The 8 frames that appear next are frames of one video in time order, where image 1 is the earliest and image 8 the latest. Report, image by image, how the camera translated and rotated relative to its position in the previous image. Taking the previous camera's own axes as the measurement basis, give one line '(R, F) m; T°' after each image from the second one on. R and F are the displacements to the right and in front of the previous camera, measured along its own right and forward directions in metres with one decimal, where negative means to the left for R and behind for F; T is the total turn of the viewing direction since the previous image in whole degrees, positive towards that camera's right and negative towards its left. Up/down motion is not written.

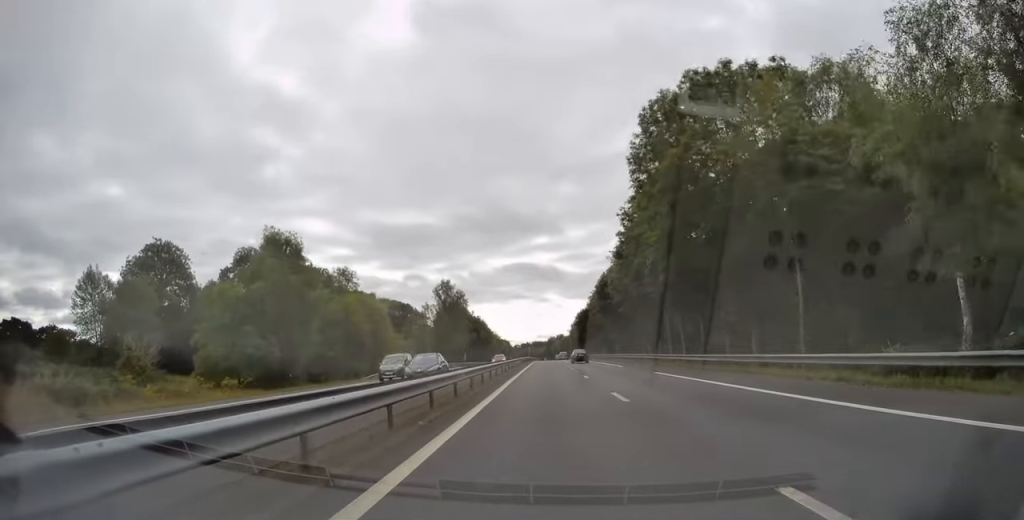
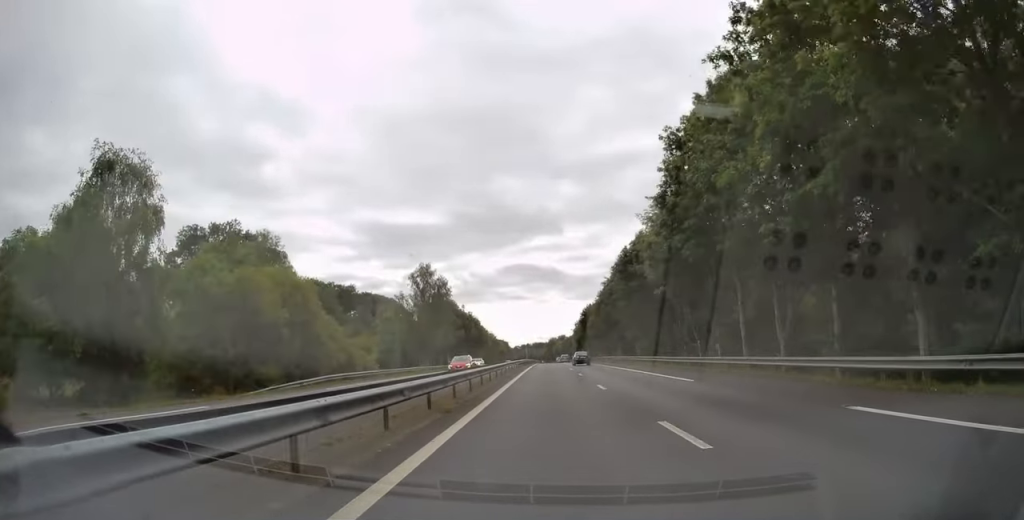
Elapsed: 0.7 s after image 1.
(-0.1, +20.3) m; 0°
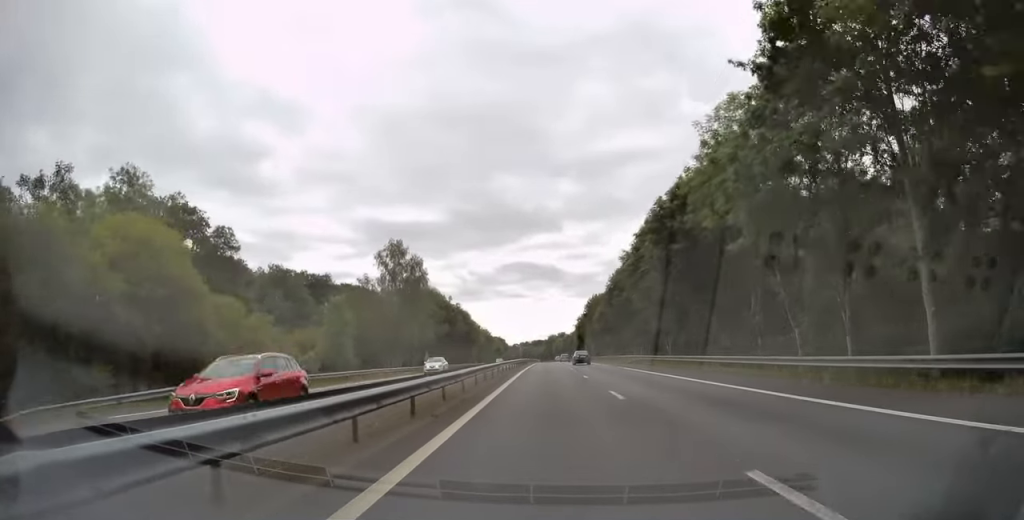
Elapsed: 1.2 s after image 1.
(+0.1, +17.7) m; 0°
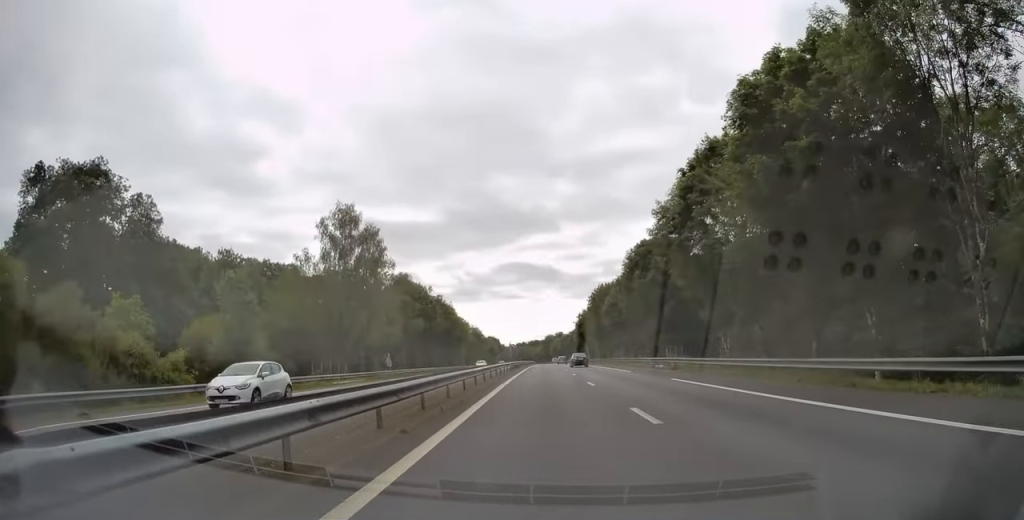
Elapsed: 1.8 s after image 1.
(+0.2, +18.3) m; 0°
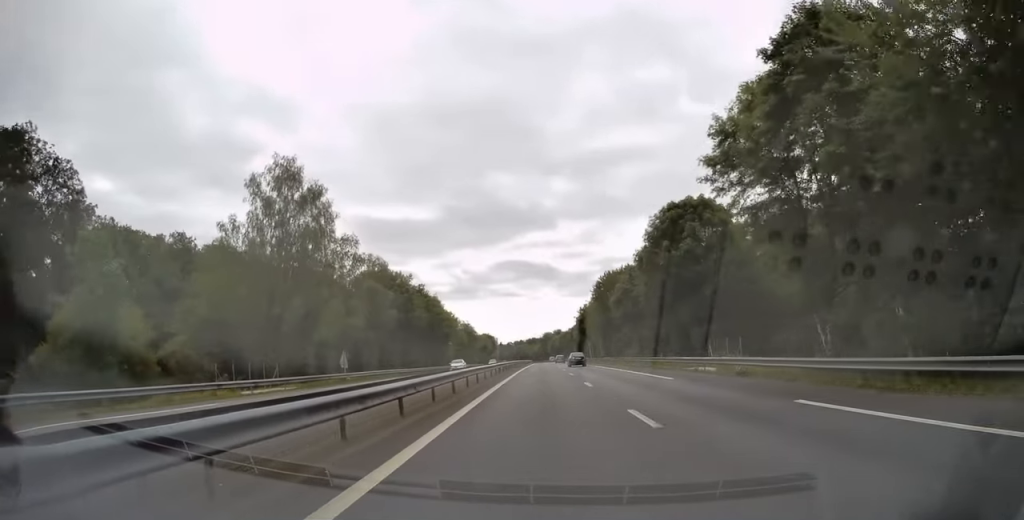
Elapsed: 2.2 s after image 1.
(-0.1, +13.6) m; 0°
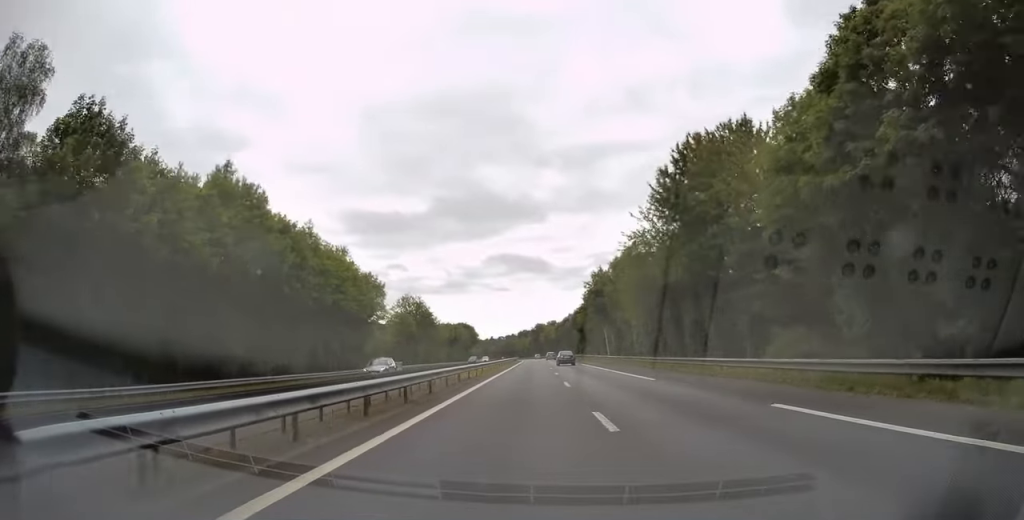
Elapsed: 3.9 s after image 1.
(+0.3, +52.2) m; +1°
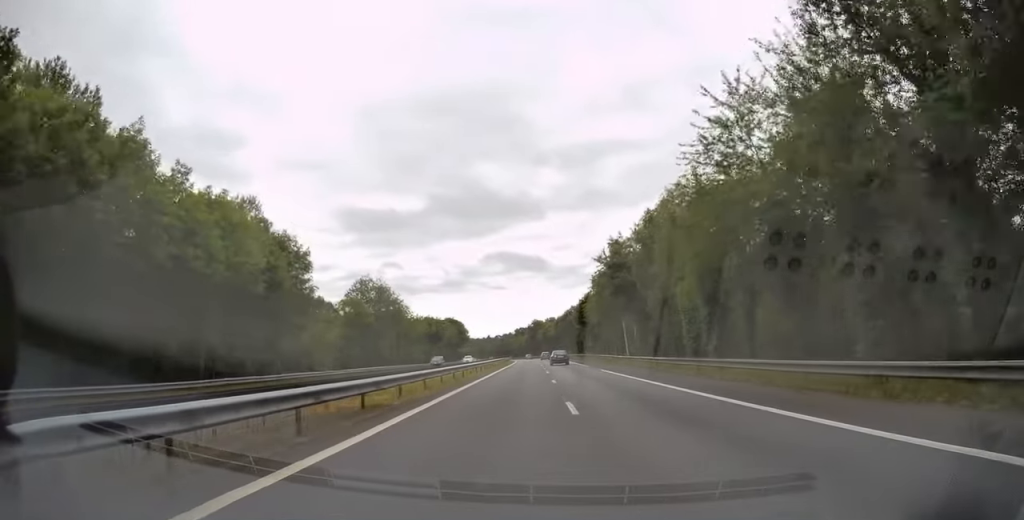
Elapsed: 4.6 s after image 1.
(0.0, +23.0) m; 0°
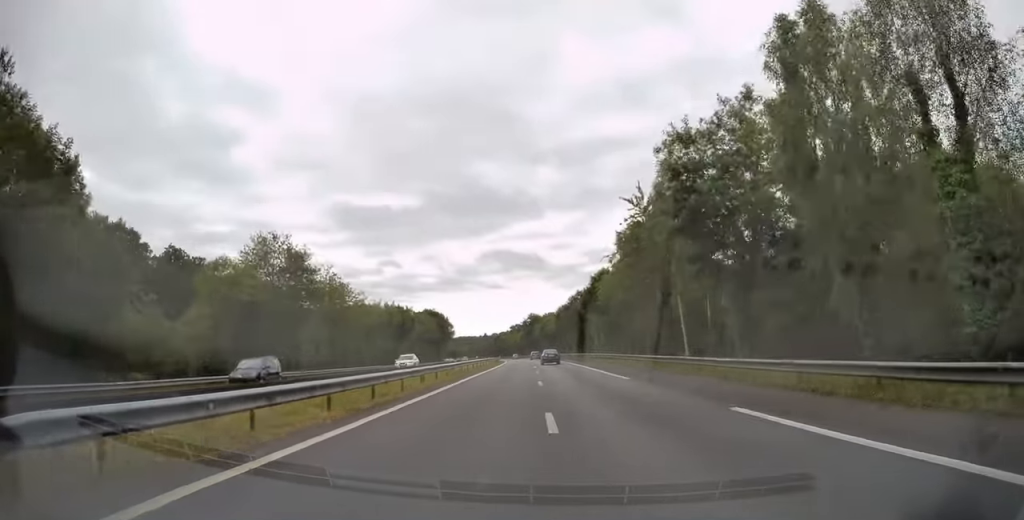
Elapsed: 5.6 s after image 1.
(0.0, +28.7) m; 0°
